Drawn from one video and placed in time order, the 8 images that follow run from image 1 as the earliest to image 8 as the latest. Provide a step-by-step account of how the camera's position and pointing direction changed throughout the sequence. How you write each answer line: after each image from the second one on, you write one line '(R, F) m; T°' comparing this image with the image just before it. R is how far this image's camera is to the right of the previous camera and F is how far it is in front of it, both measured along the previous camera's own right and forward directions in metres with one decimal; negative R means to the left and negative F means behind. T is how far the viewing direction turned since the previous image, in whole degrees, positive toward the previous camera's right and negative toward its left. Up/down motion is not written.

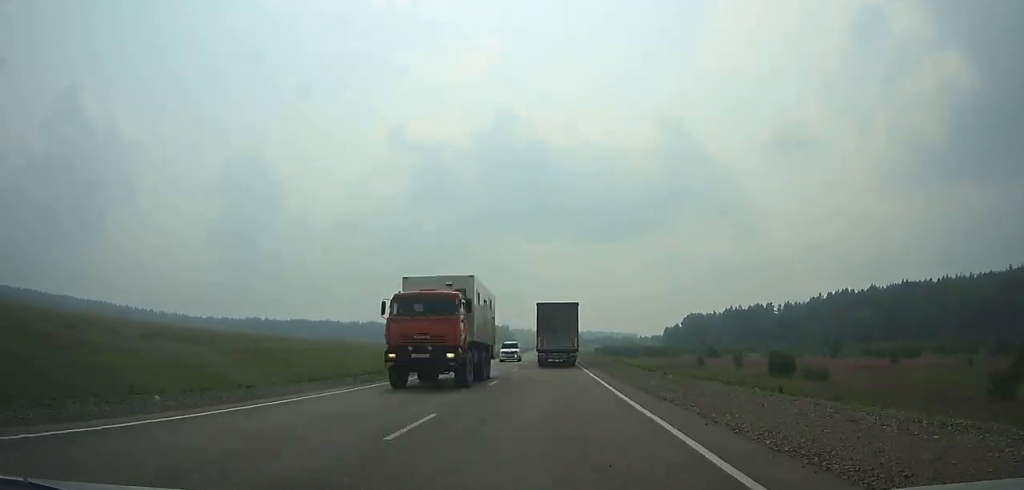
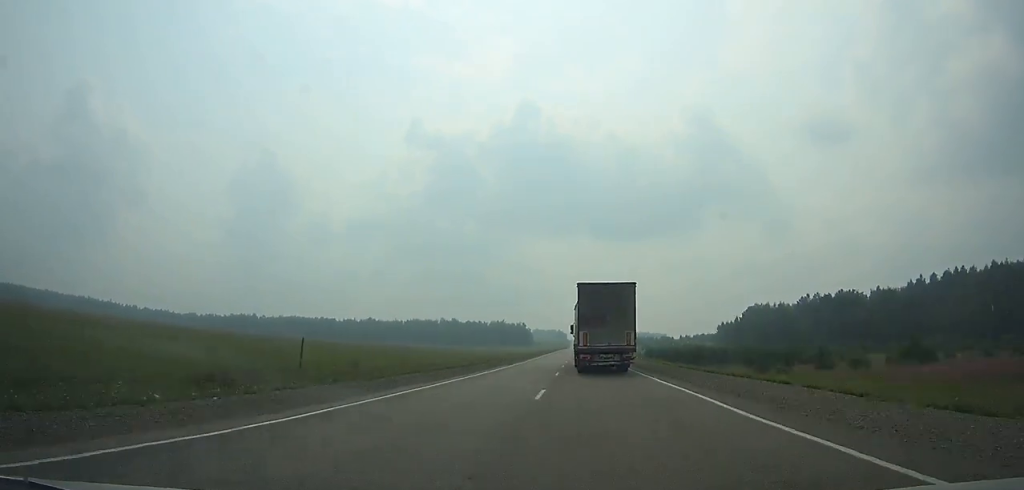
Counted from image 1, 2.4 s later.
(0.0, +84.7) m; 0°
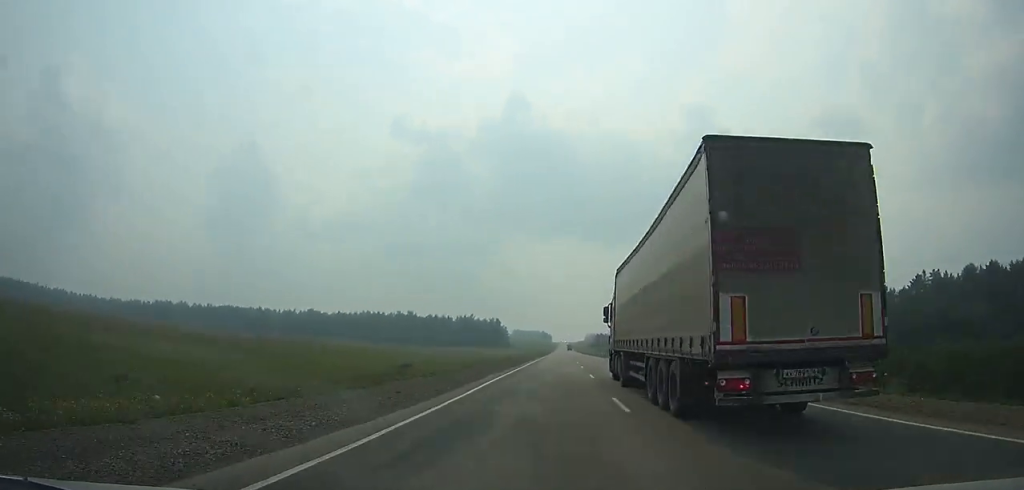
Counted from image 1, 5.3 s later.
(0.0, +102.3) m; 0°
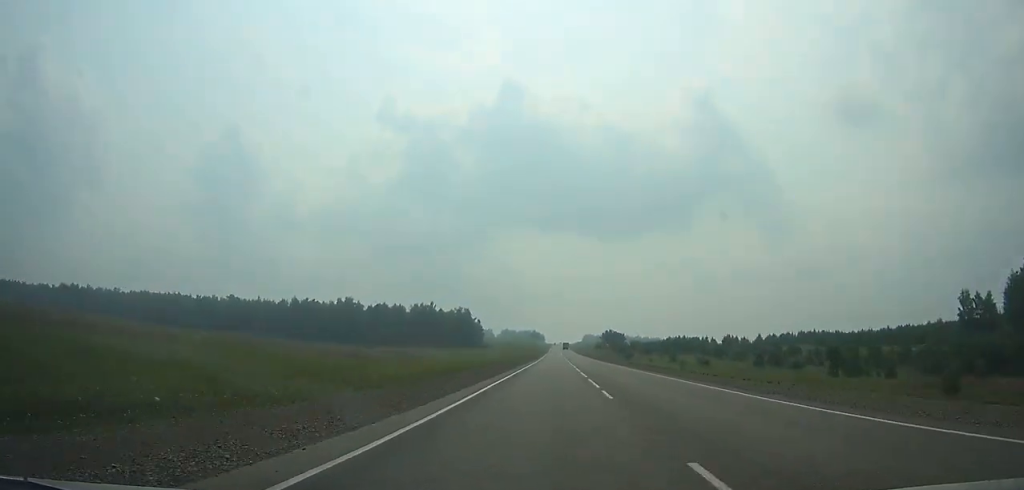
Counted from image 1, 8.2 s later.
(0.0, +102.0) m; 0°
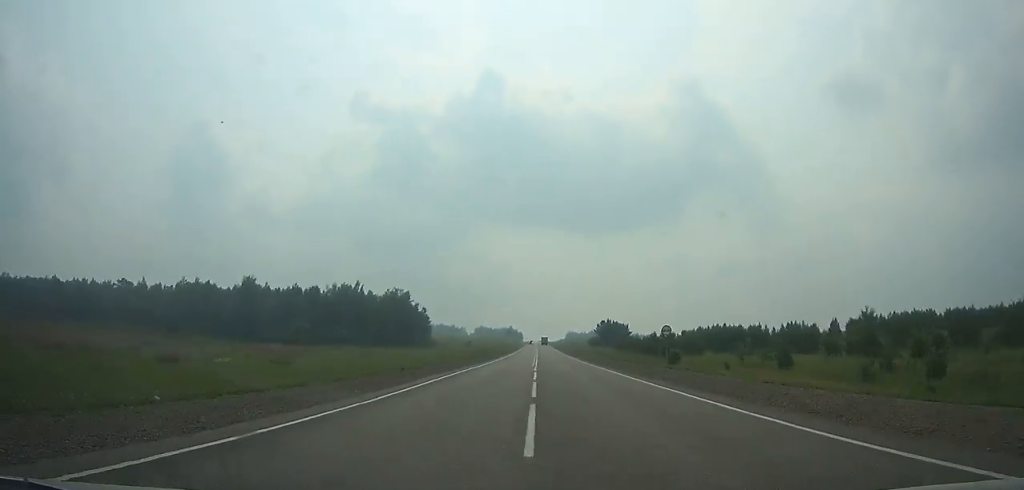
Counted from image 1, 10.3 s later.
(0.0, +73.3) m; 0°
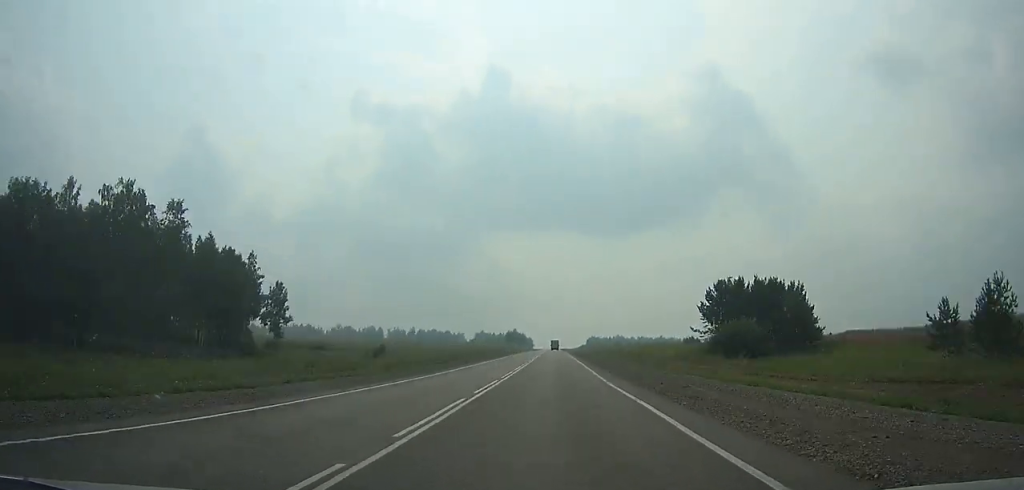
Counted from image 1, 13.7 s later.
(0.0, +117.7) m; 0°
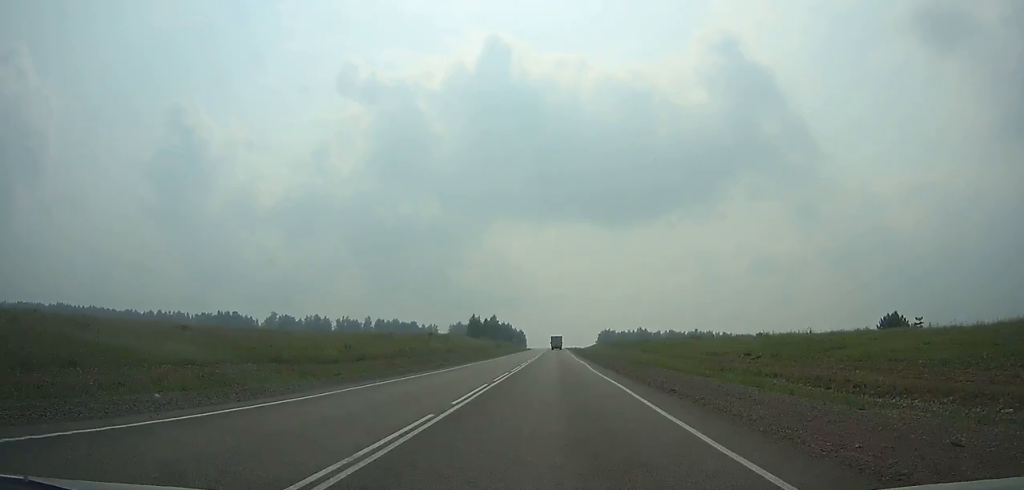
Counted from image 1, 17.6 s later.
(0.0, +131.9) m; 0°
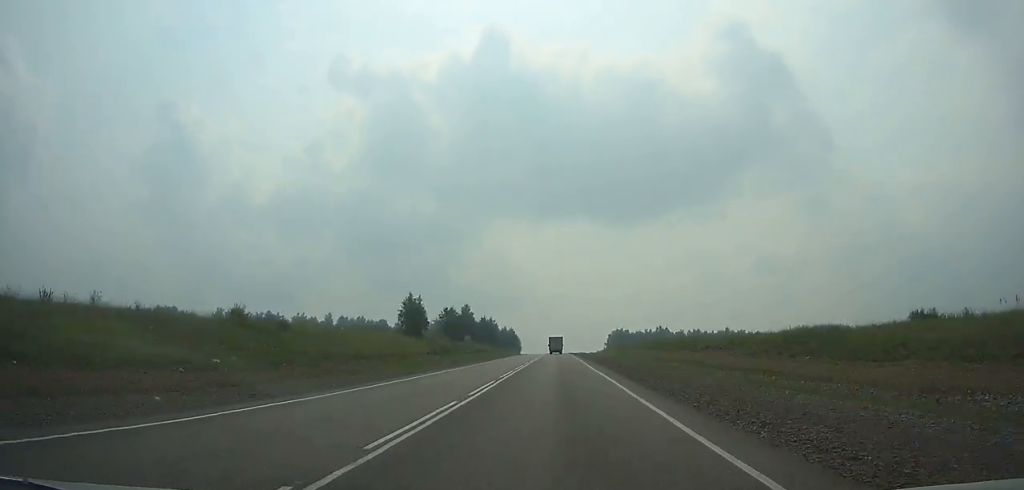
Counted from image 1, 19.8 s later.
(0.0, +73.1) m; 0°
